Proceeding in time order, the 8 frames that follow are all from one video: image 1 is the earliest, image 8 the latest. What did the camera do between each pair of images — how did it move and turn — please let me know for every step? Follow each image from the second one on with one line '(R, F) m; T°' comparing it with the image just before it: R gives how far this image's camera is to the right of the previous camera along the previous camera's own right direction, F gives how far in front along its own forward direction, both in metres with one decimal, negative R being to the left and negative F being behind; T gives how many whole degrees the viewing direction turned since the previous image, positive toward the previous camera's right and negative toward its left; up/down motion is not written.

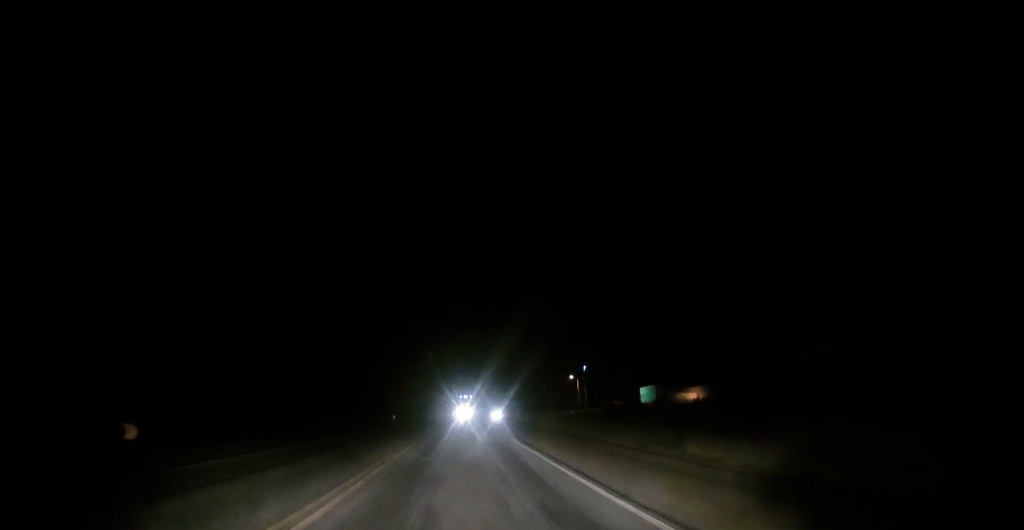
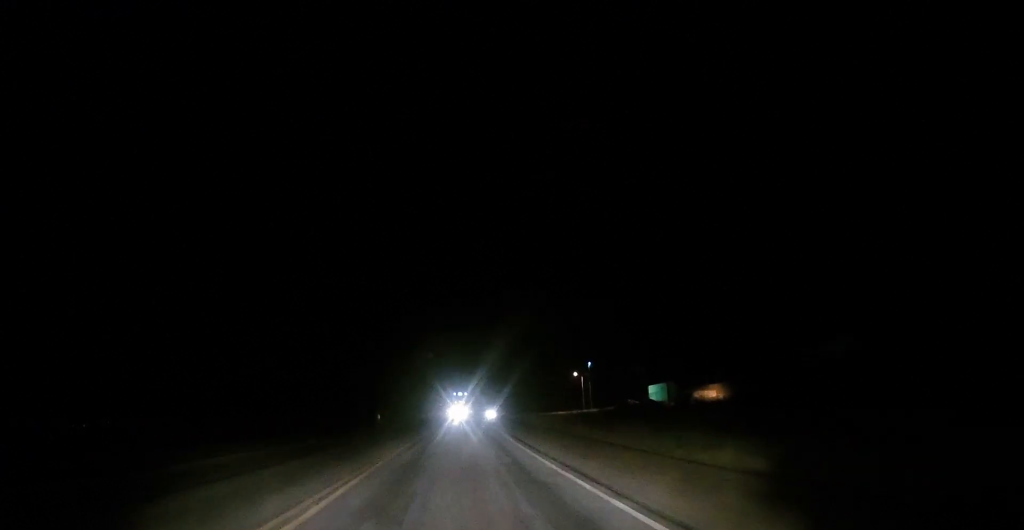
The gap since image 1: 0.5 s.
(0.0, +9.6) m; 0°
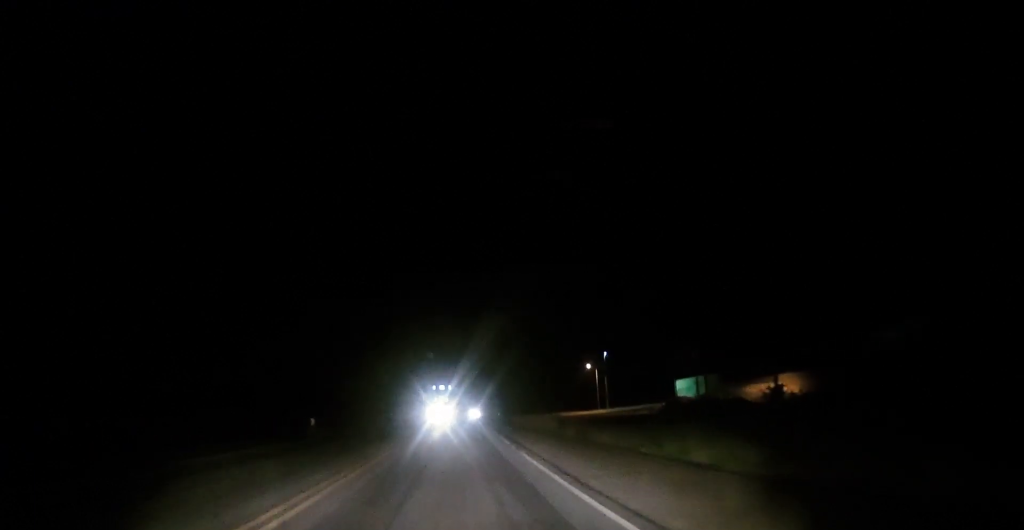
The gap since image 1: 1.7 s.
(0.0, +23.6) m; +1°
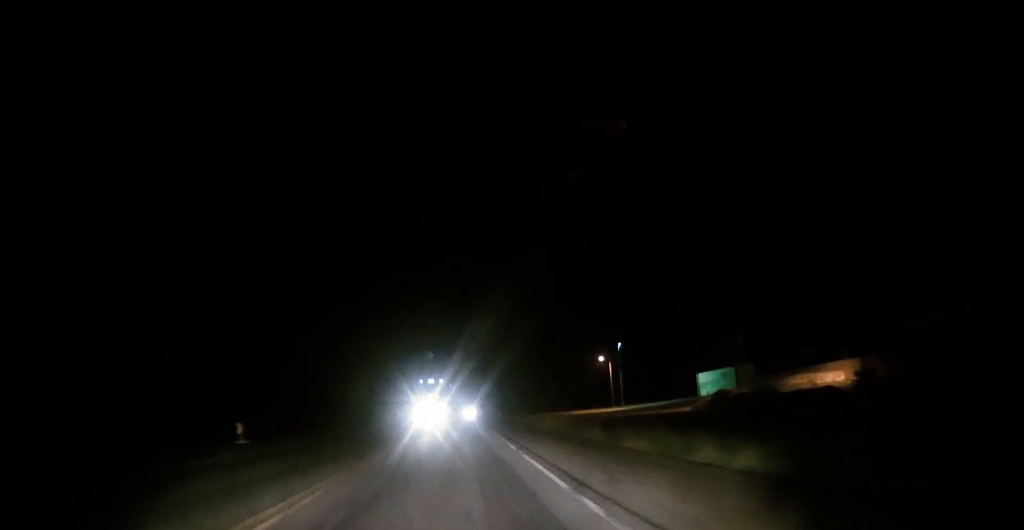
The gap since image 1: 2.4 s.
(+0.1, +12.1) m; +1°
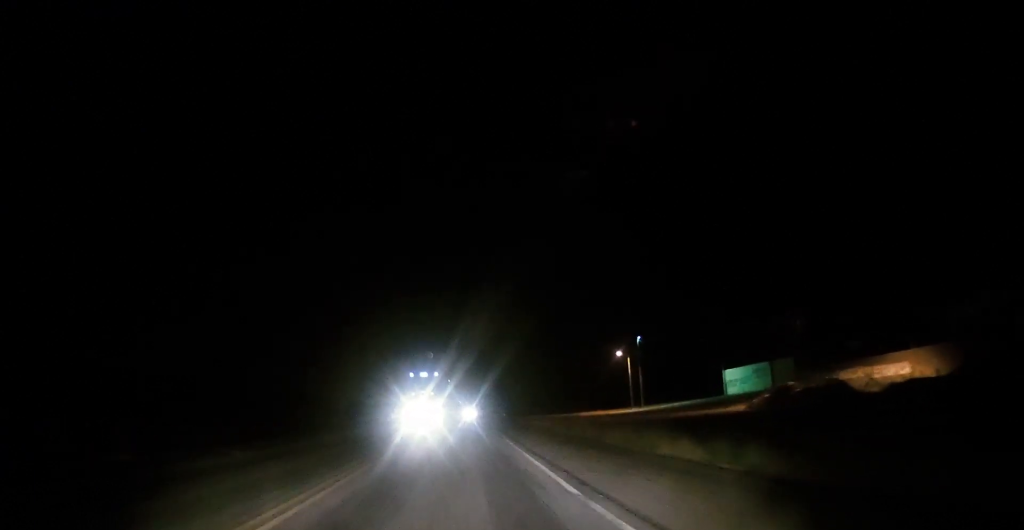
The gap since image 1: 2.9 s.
(+0.2, +9.5) m; 0°
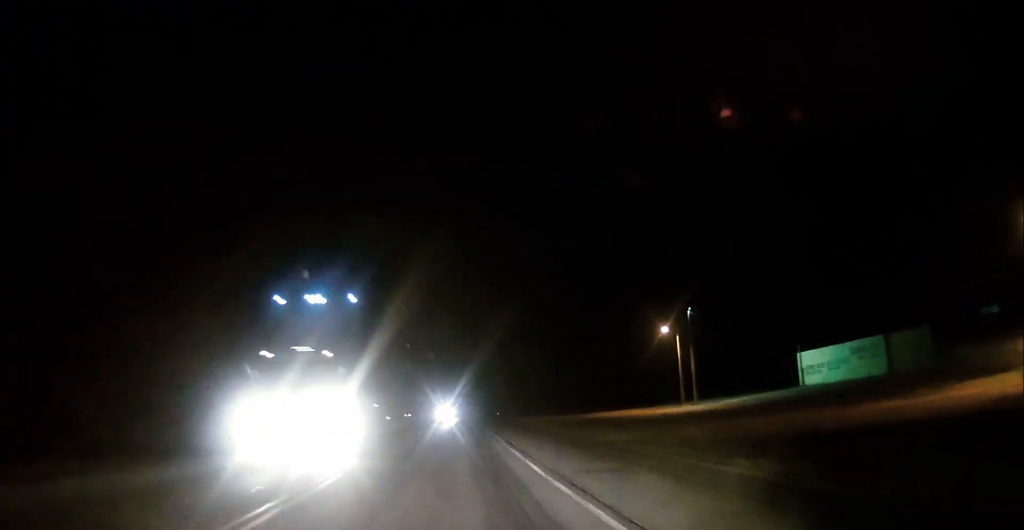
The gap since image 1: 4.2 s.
(-0.4, +24.8) m; 0°
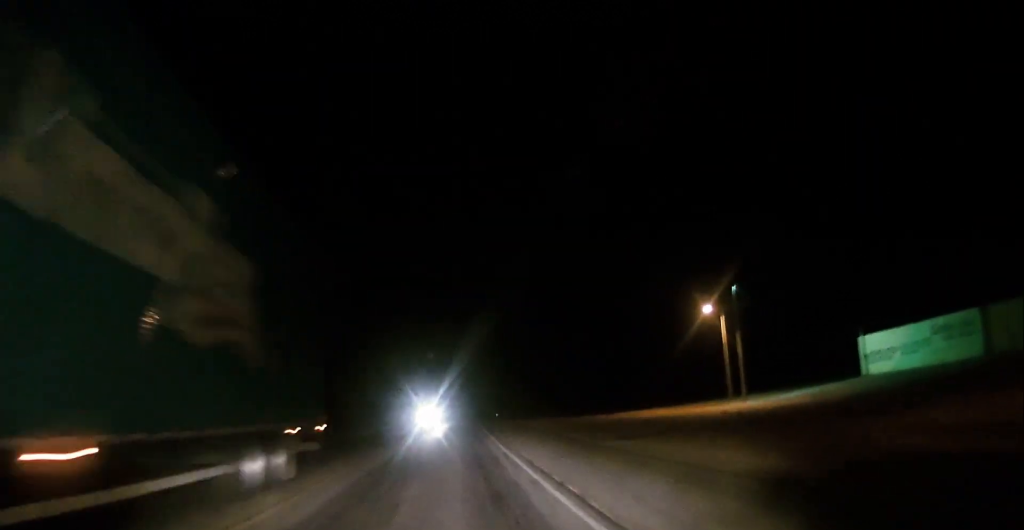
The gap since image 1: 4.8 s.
(+0.3, +12.6) m; +1°
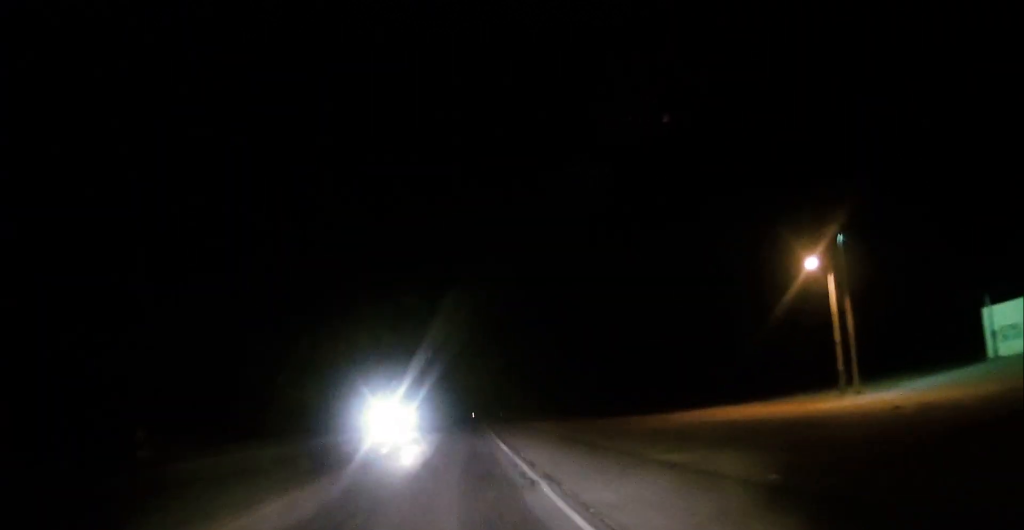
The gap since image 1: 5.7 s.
(+0.1, +16.2) m; 0°
